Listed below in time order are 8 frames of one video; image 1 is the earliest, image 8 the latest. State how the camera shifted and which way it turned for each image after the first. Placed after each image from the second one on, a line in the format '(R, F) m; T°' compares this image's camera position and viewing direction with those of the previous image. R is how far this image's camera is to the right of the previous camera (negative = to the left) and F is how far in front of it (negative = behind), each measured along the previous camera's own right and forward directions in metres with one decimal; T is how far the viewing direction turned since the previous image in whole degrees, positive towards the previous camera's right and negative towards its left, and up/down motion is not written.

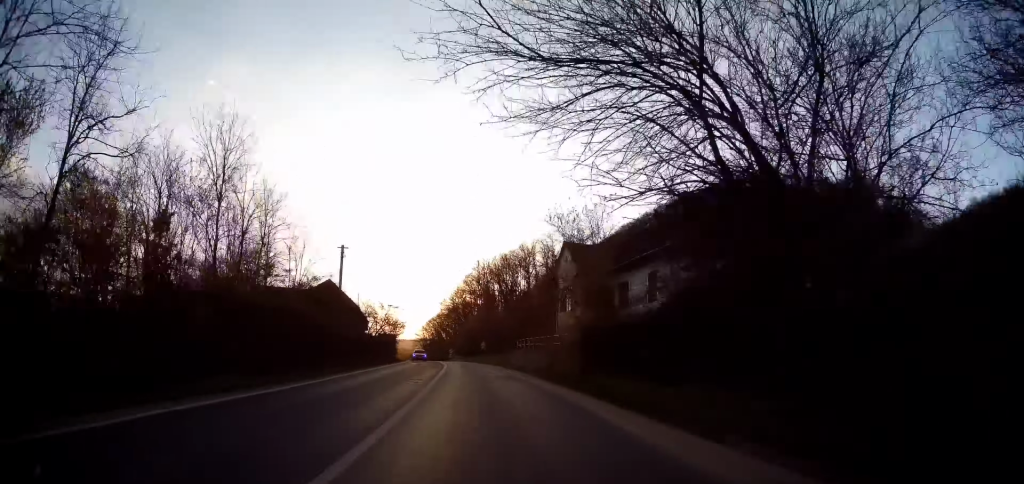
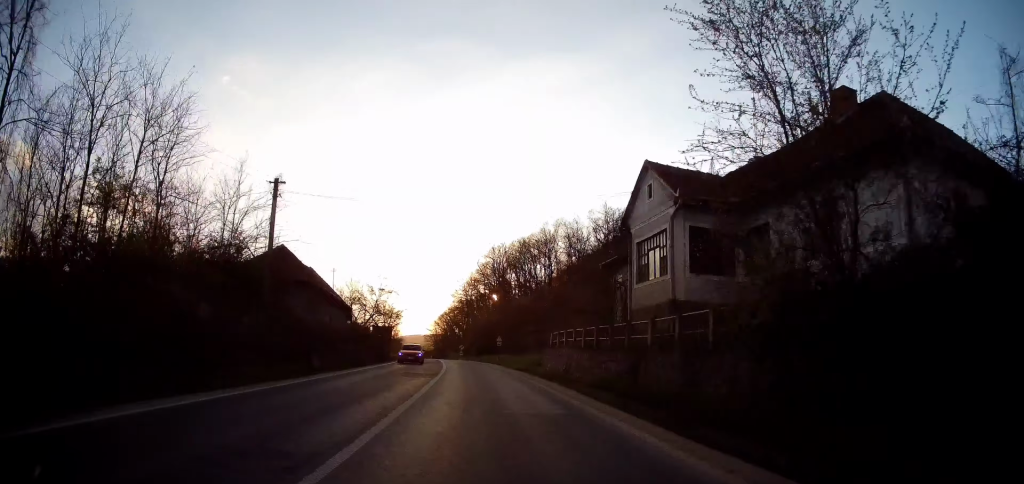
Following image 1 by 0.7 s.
(-0.3, +14.8) m; -2°
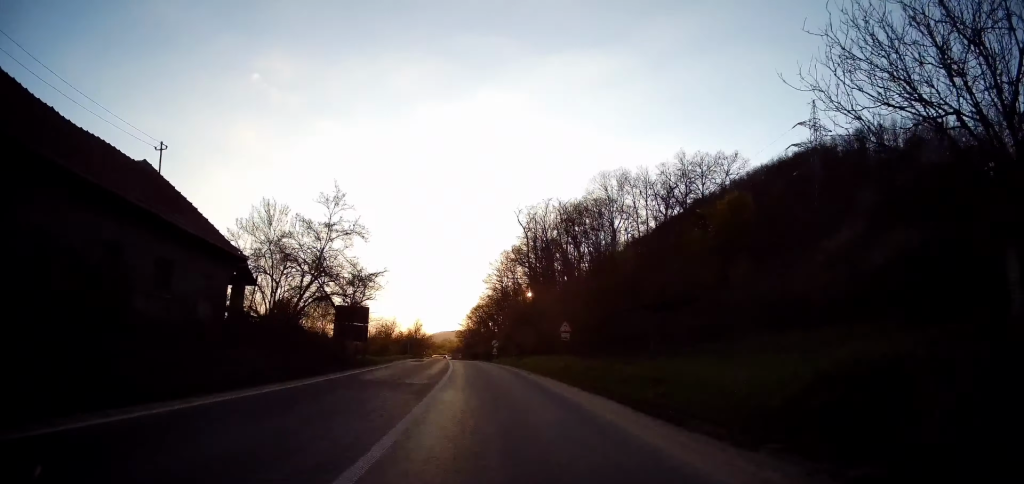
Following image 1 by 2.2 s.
(-0.9, +28.5) m; -3°
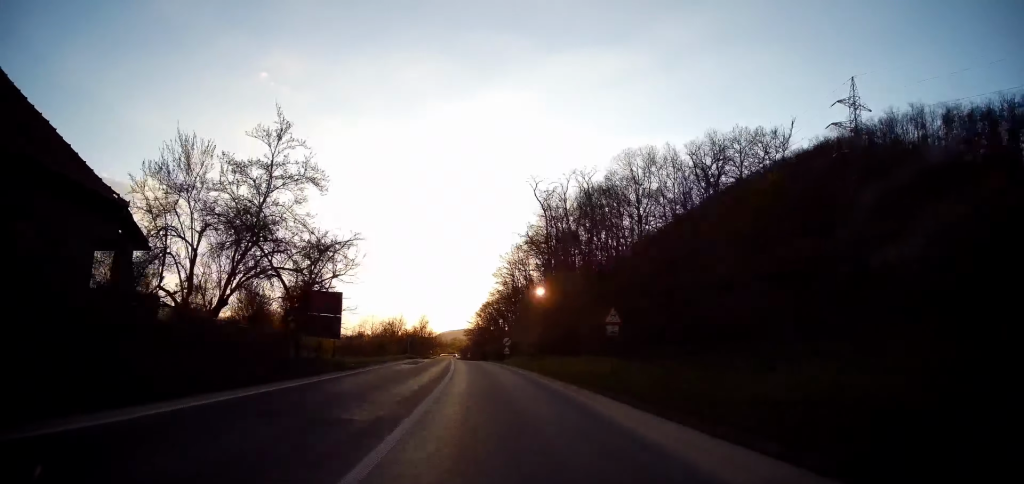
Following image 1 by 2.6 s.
(0.0, +9.1) m; -1°
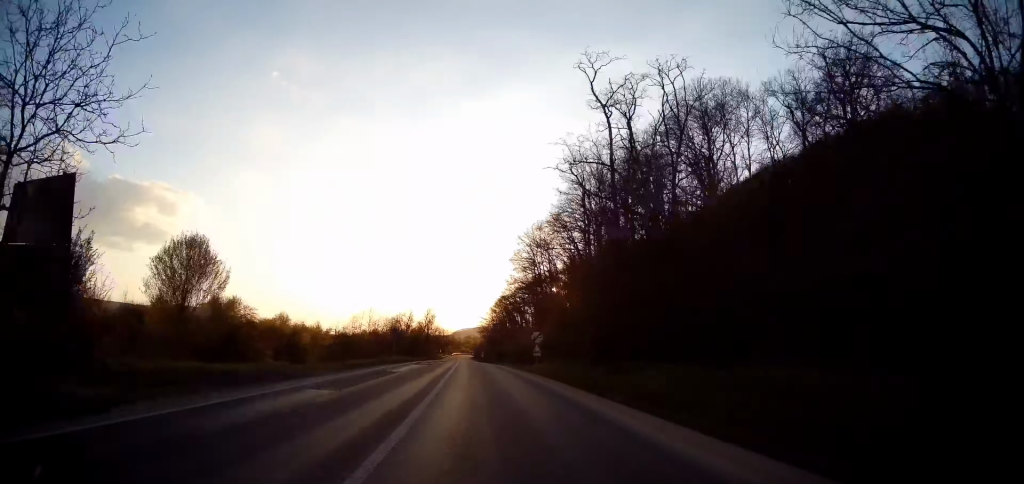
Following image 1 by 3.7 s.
(-0.2, +20.2) m; -2°
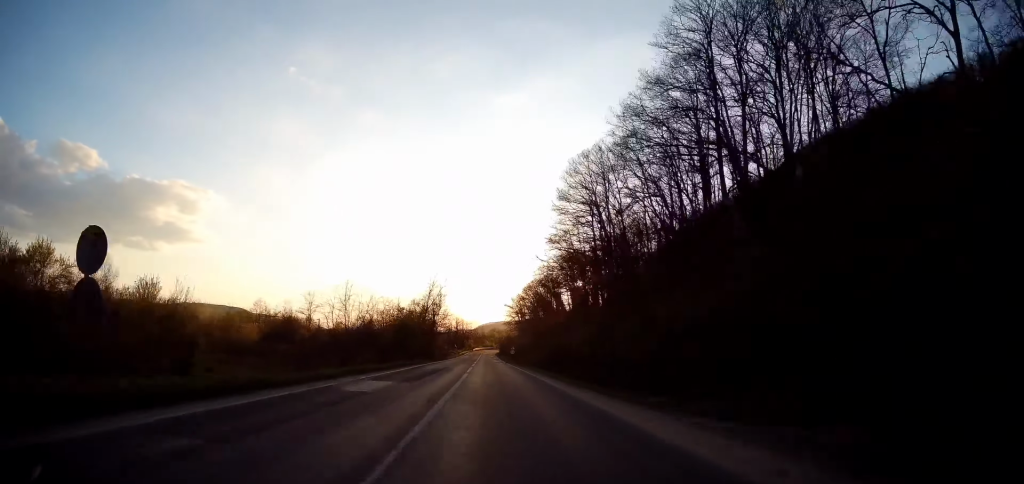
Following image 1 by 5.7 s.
(-1.8, +39.3) m; -4°
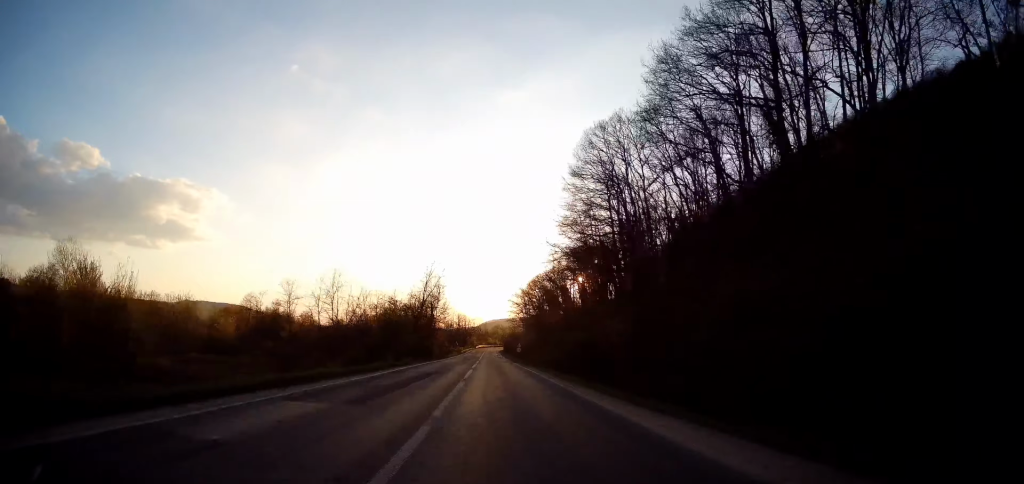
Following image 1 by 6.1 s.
(0.0, +8.4) m; 0°
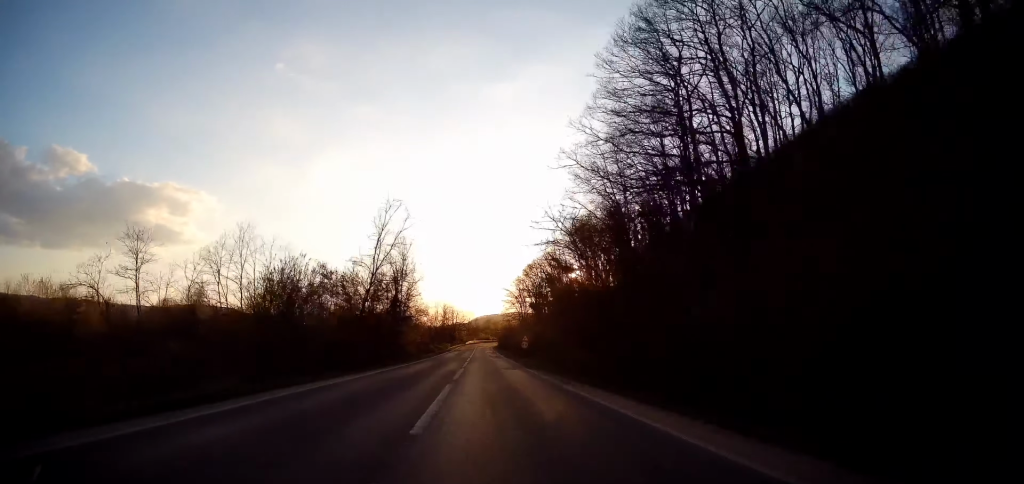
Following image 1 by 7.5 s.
(0.0, +25.9) m; 0°
